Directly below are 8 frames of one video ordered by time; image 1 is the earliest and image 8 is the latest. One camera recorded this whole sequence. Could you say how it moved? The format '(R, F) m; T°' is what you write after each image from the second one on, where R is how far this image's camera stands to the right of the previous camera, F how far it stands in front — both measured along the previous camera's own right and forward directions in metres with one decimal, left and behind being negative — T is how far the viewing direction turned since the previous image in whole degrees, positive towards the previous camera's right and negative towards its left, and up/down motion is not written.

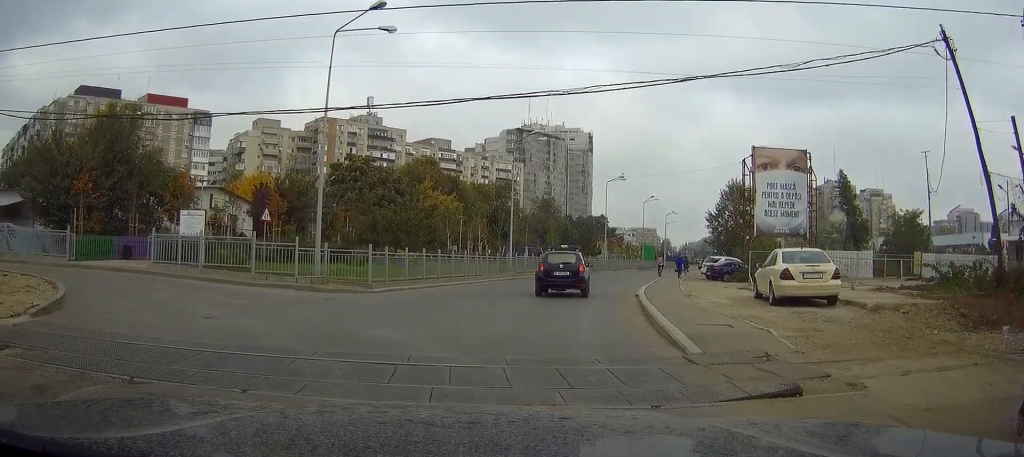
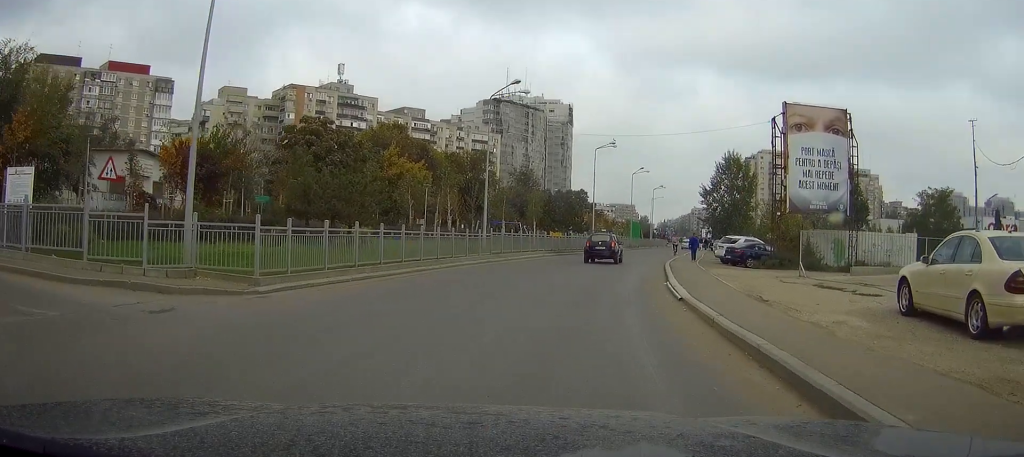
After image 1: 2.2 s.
(-0.1, +8.7) m; -2°
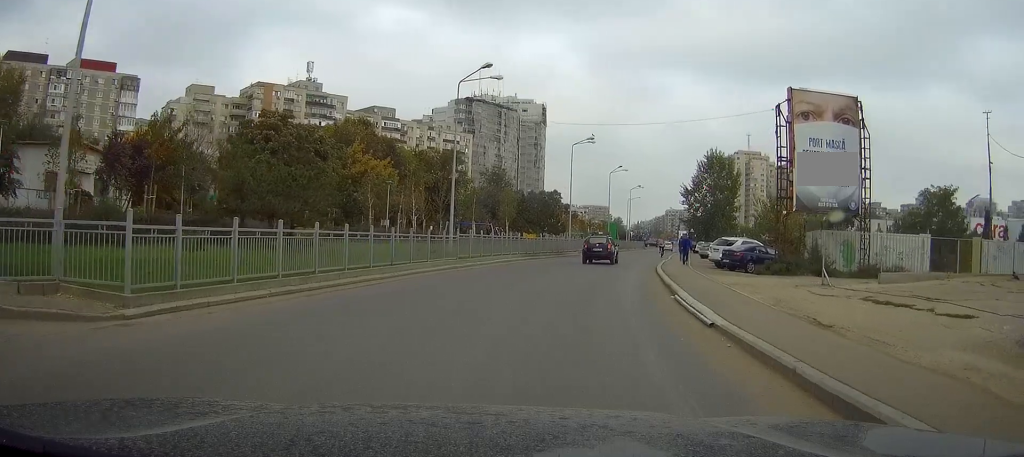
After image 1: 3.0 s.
(0.0, +4.2) m; +1°
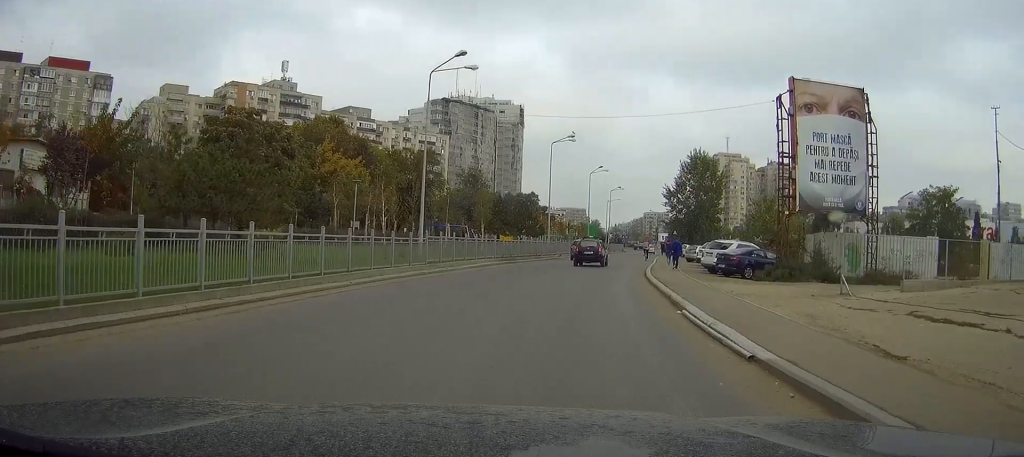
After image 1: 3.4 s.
(0.0, +2.7) m; +1°
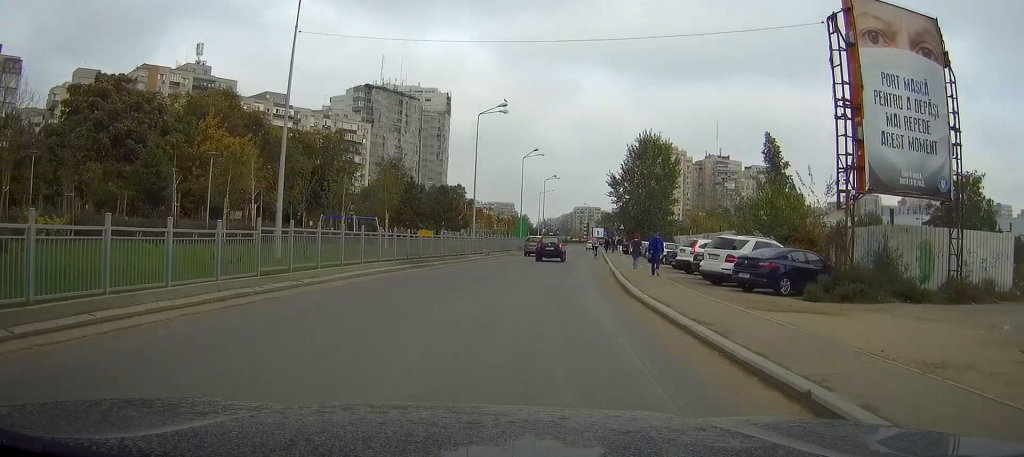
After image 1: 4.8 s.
(+0.9, +11.7) m; +8°
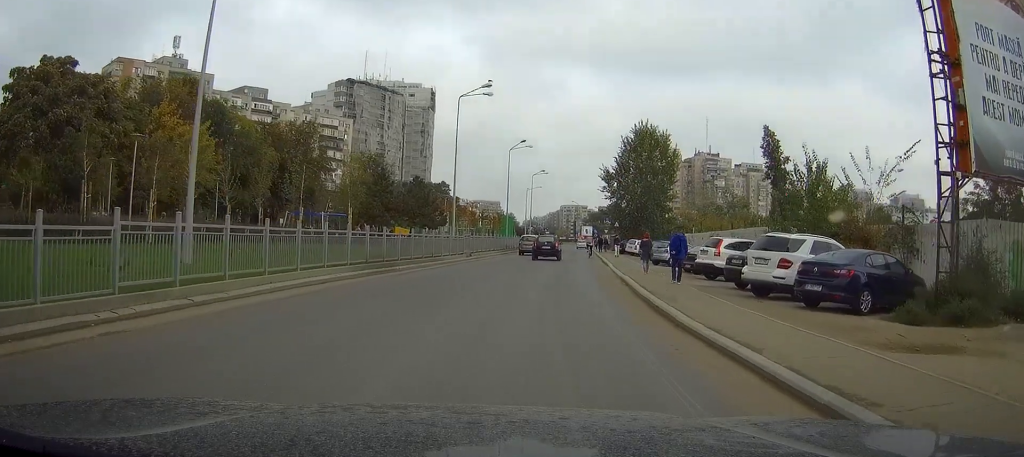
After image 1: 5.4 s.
(+0.2, +5.7) m; +3°
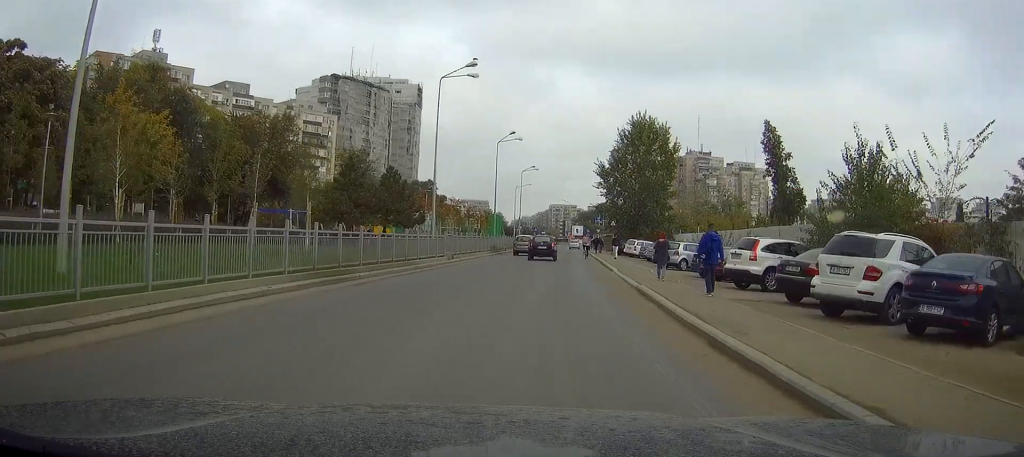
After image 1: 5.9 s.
(+0.1, +5.4) m; +1°
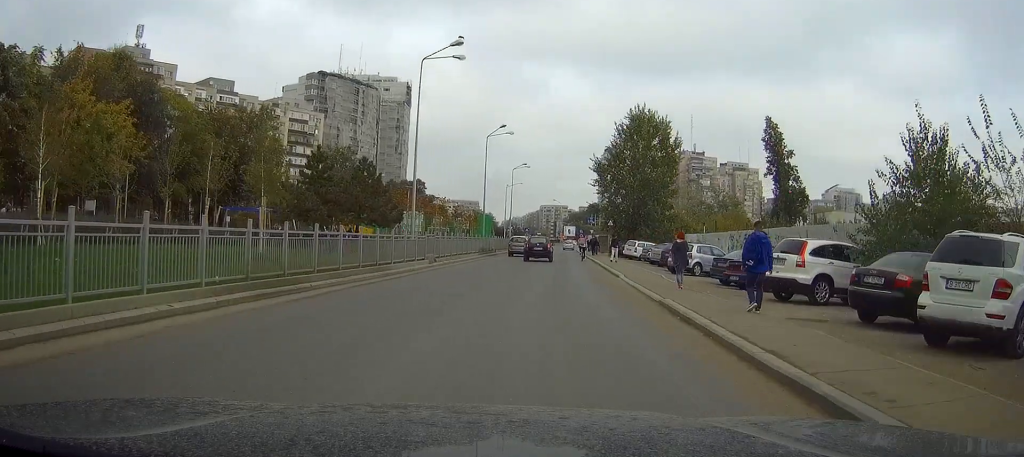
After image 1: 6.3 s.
(0.0, +4.3) m; +1°
